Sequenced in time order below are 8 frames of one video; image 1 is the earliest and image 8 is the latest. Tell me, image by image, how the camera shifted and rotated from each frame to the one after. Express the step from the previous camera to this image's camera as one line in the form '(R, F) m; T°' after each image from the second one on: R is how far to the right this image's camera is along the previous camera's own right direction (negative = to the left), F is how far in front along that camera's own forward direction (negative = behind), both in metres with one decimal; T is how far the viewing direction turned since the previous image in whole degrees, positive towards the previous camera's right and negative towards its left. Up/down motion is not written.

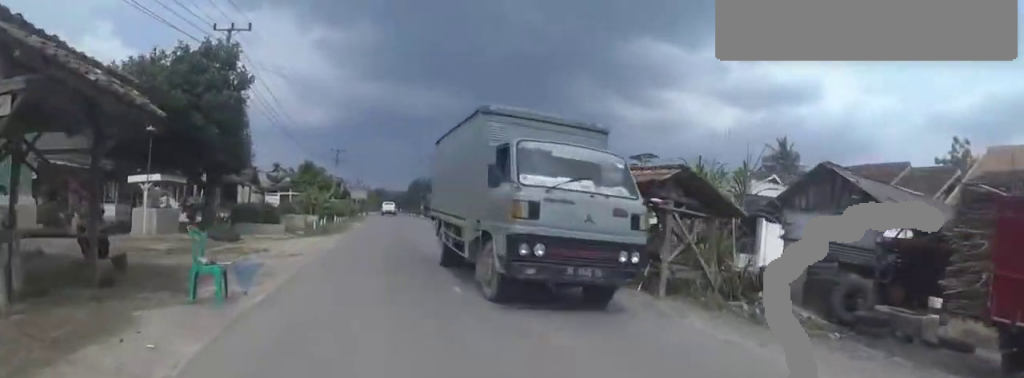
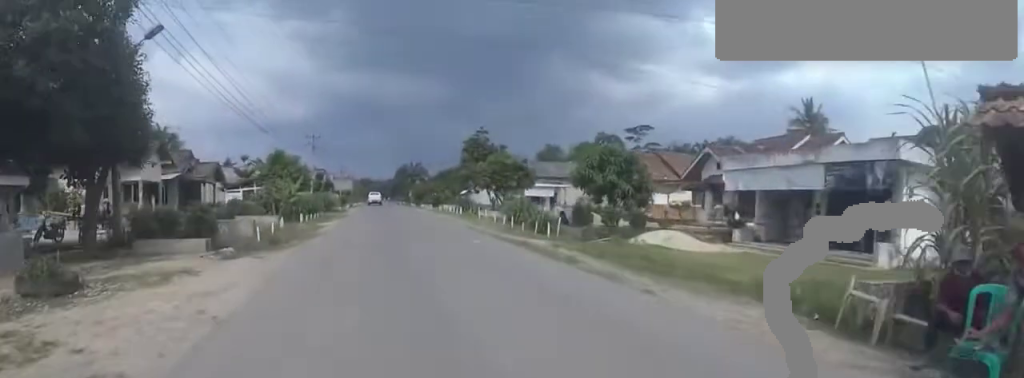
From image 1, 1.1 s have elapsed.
(0.0, +7.8) m; 0°
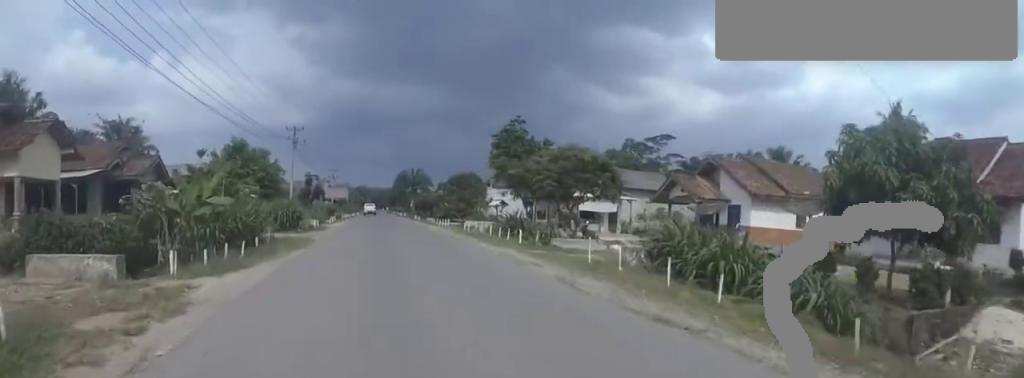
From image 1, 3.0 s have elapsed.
(0.0, +14.1) m; 0°
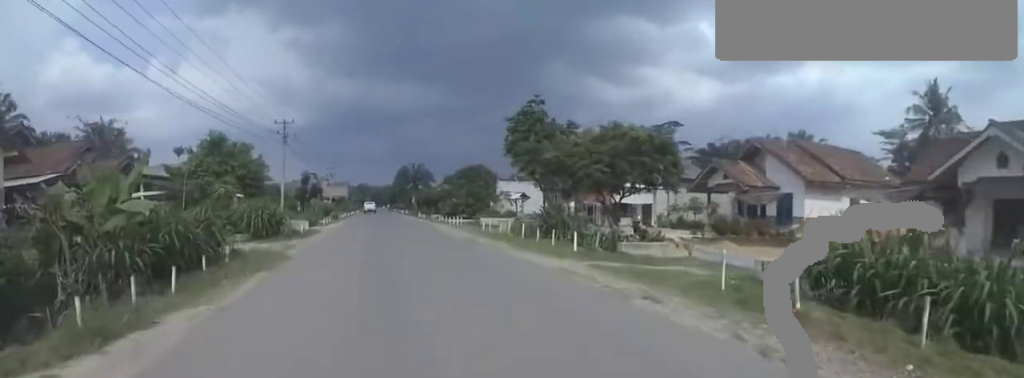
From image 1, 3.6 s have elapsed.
(0.0, +4.5) m; 0°
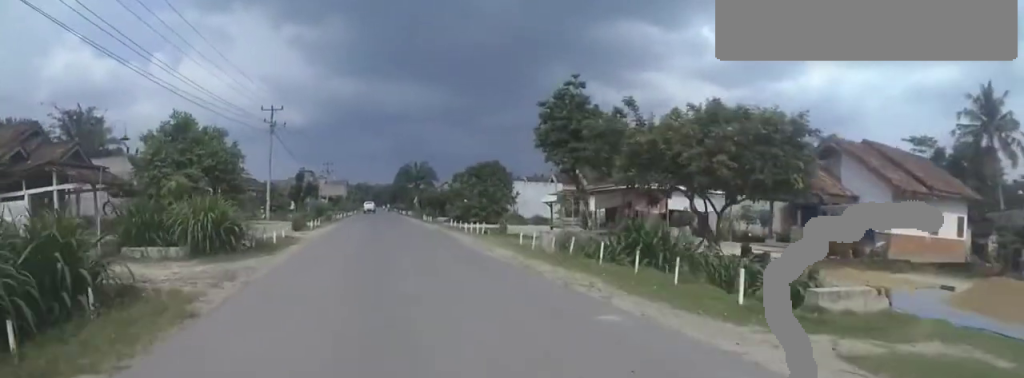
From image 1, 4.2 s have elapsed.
(0.0, +5.6) m; 0°
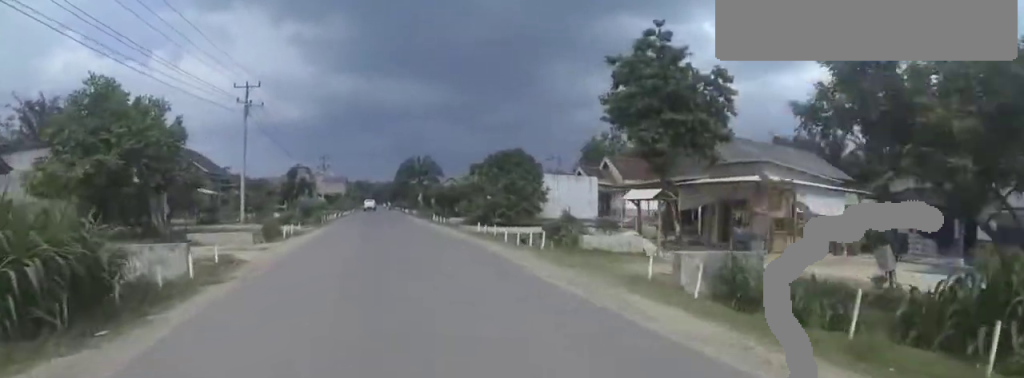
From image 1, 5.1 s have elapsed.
(0.0, +7.5) m; 0°
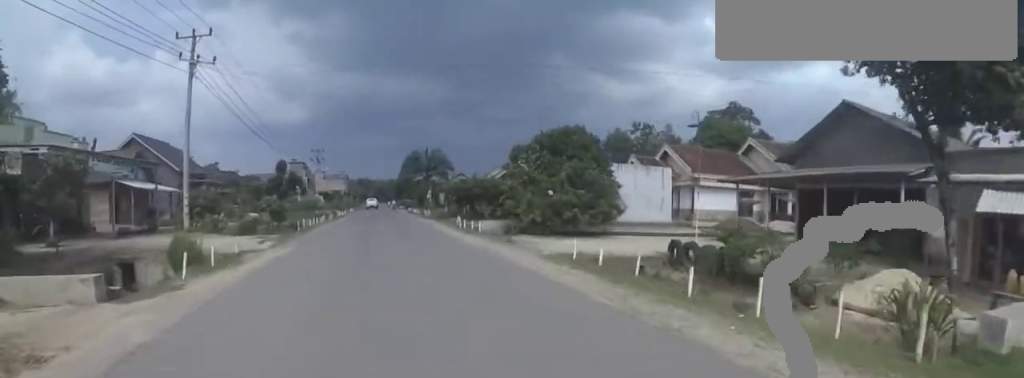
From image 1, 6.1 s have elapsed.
(0.0, +9.7) m; 0°
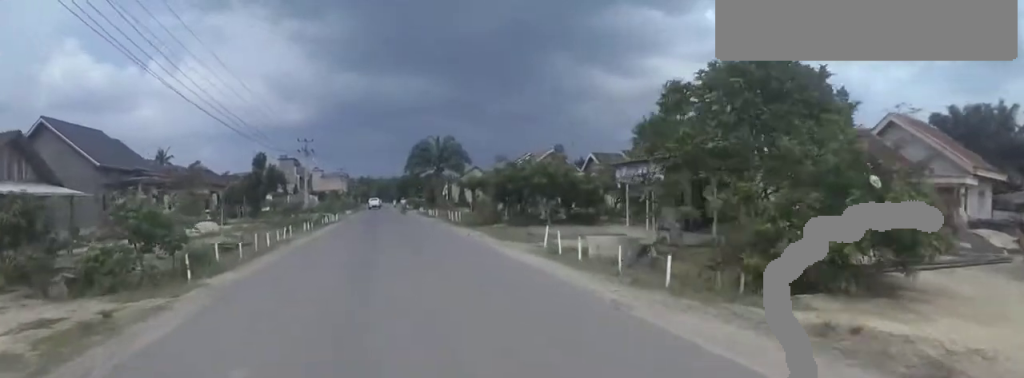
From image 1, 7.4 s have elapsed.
(0.0, +13.0) m; 0°
